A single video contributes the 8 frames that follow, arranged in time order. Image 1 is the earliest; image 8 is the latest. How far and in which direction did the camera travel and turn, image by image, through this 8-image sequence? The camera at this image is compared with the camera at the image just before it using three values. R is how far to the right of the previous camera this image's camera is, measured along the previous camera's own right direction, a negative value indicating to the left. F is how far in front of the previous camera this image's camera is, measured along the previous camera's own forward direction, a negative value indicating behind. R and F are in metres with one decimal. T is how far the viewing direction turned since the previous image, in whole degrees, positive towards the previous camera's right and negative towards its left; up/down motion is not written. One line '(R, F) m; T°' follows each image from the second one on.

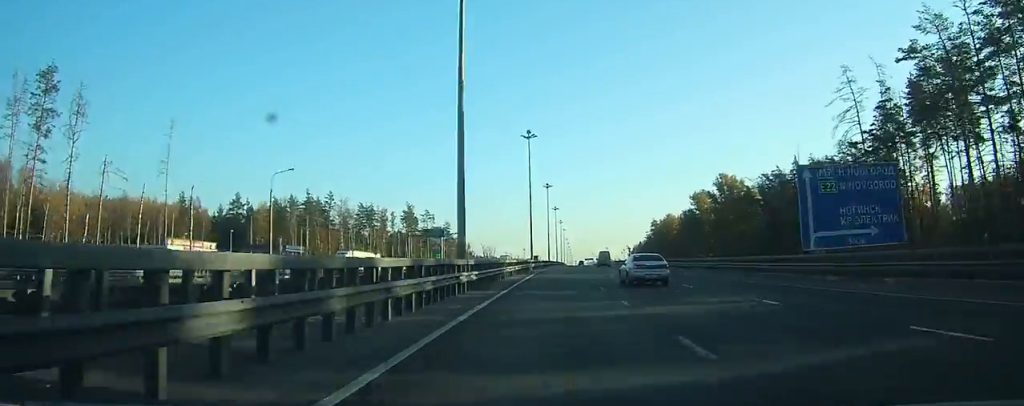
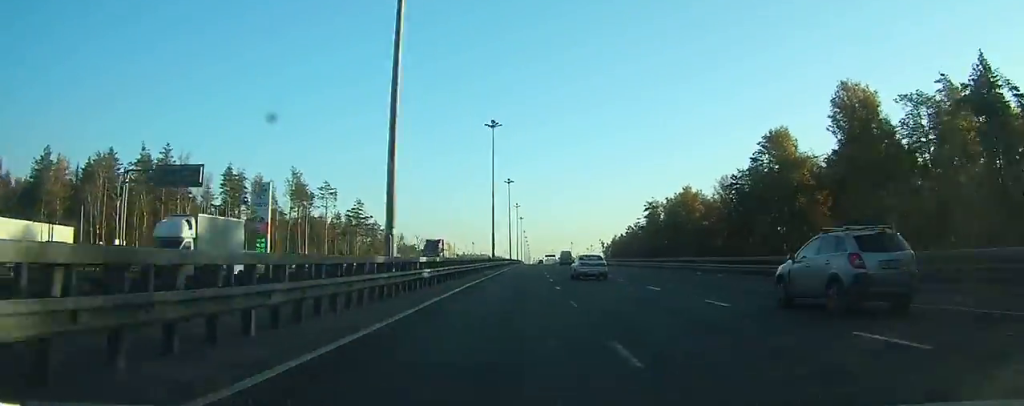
(+1.5, +66.2) m; +3°
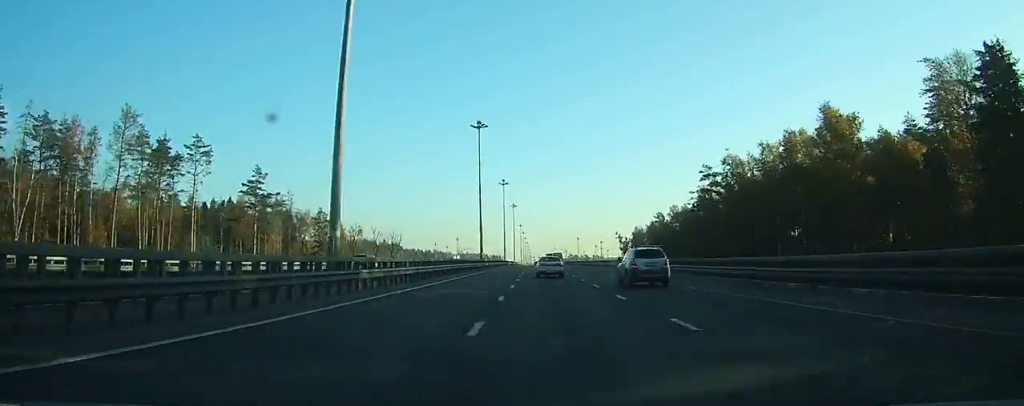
(+1.1, +60.7) m; +1°
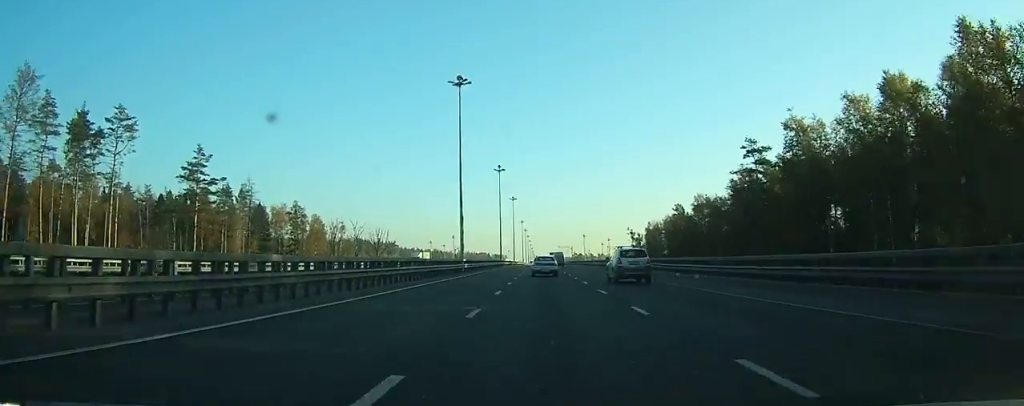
(0.0, +21.0) m; 0°
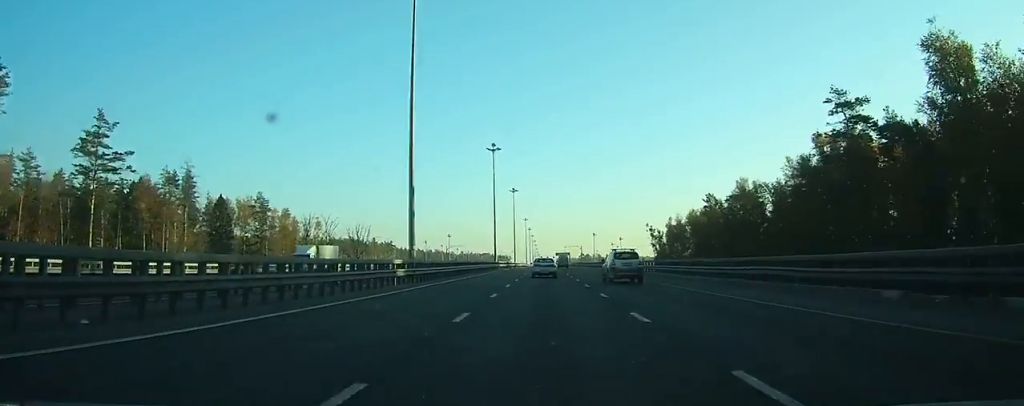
(0.0, +24.1) m; 0°
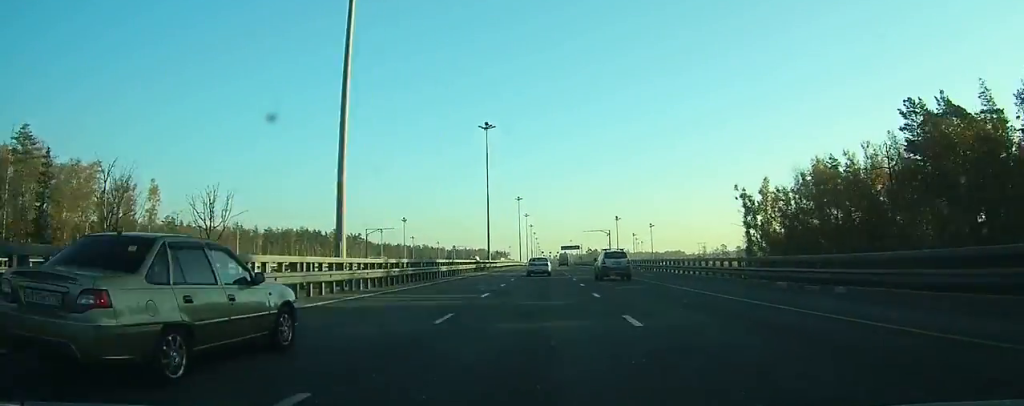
(-0.8, +71.9) m; -1°
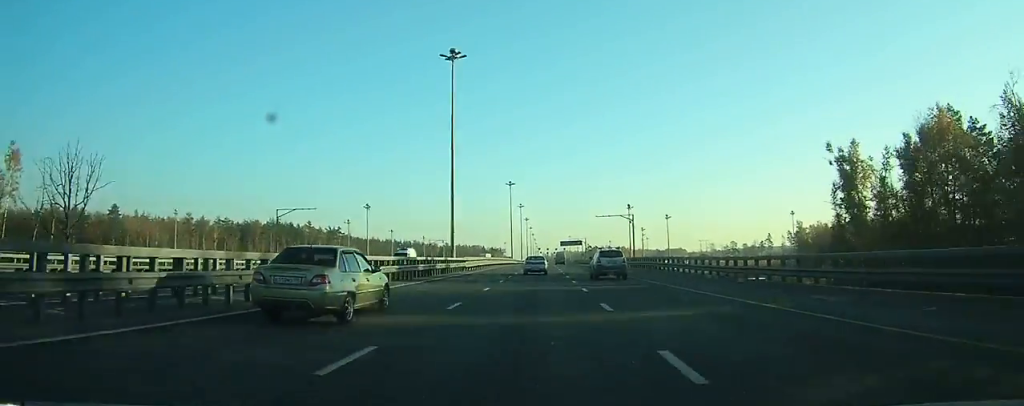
(-0.1, +29.3) m; 0°
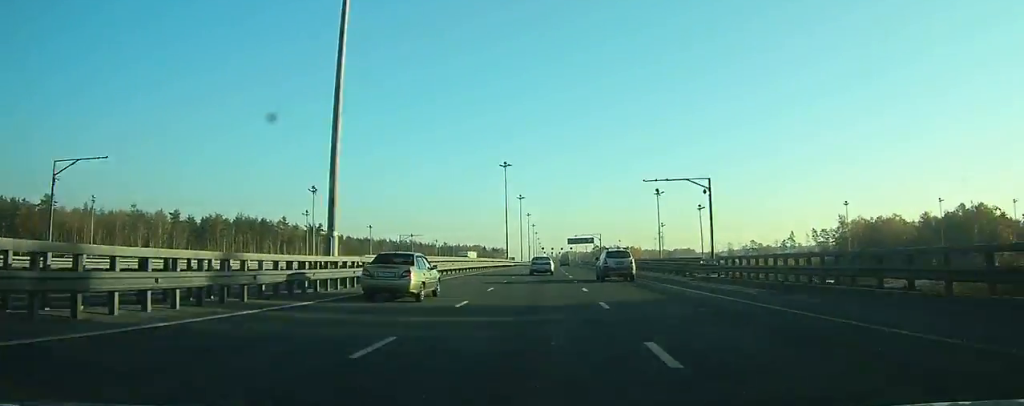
(0.0, +30.8) m; 0°
